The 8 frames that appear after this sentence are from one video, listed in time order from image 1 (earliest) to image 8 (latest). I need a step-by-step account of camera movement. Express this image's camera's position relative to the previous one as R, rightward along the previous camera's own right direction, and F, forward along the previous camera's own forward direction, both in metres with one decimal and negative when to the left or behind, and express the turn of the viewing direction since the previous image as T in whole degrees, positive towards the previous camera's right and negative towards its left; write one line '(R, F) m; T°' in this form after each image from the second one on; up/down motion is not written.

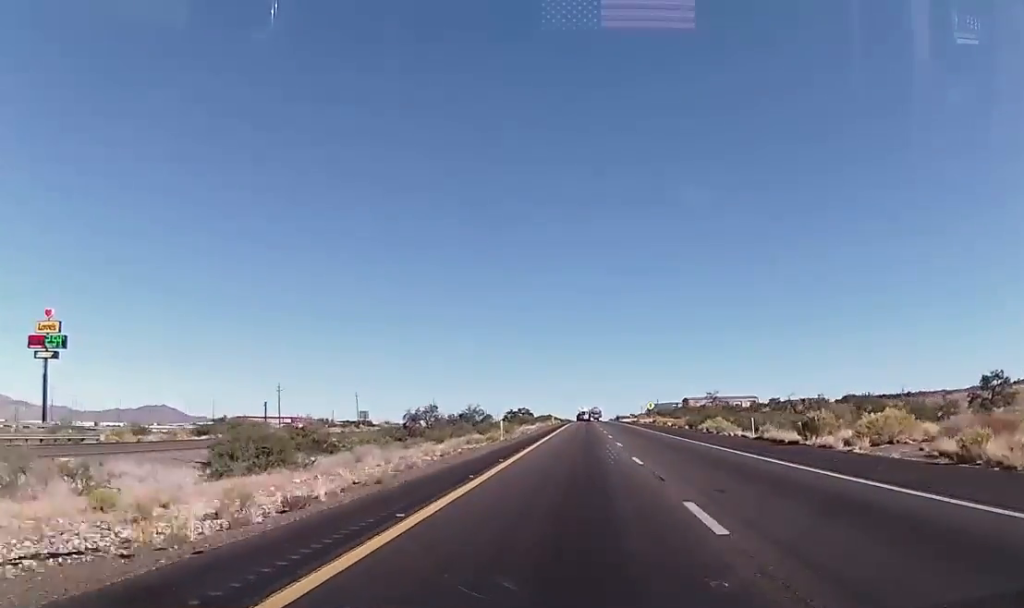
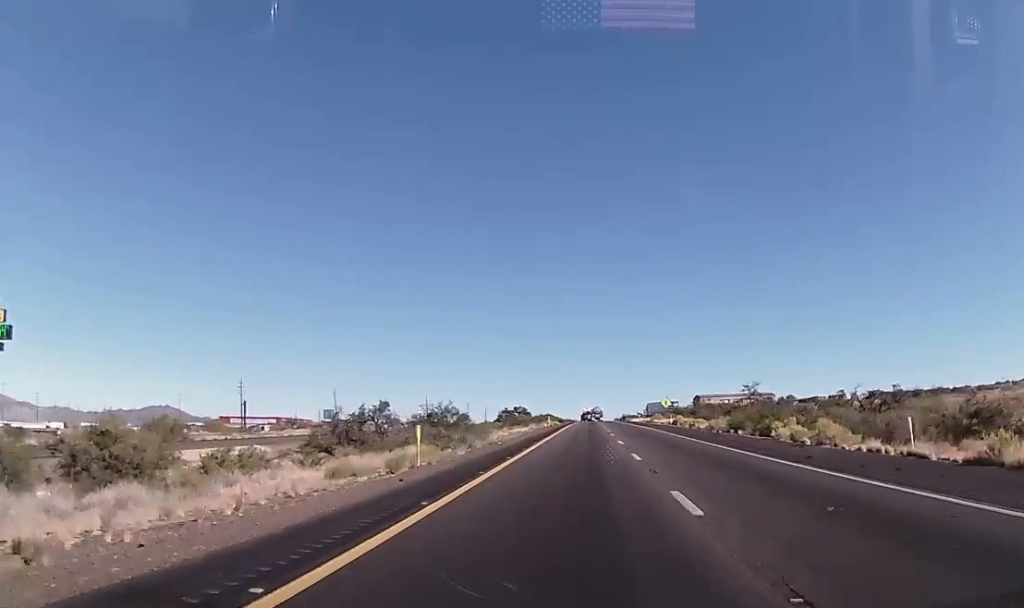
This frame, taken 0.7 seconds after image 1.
(0.0, +22.8) m; 0°
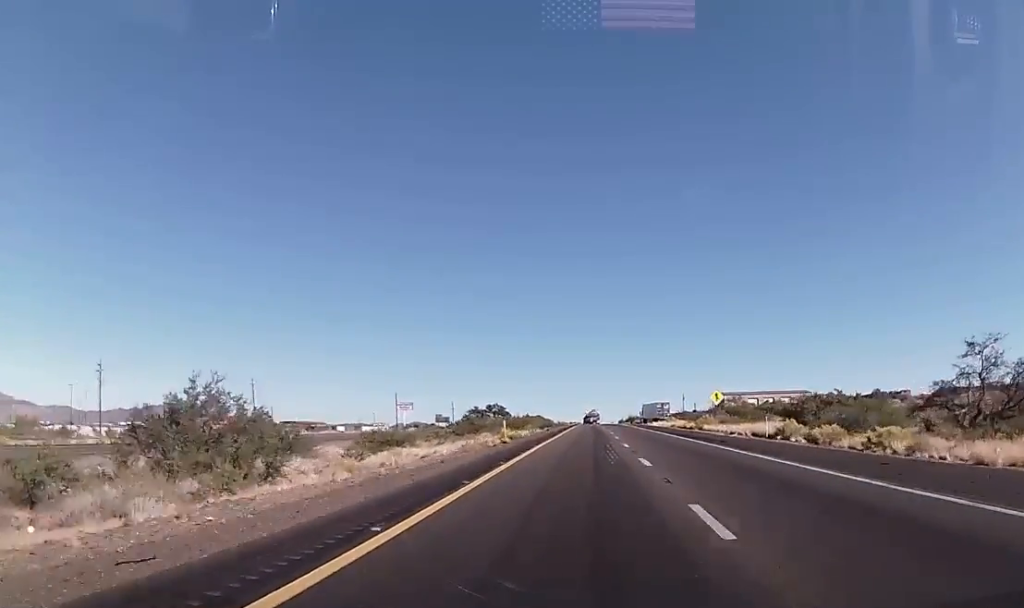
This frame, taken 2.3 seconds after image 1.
(0.0, +51.1) m; 0°
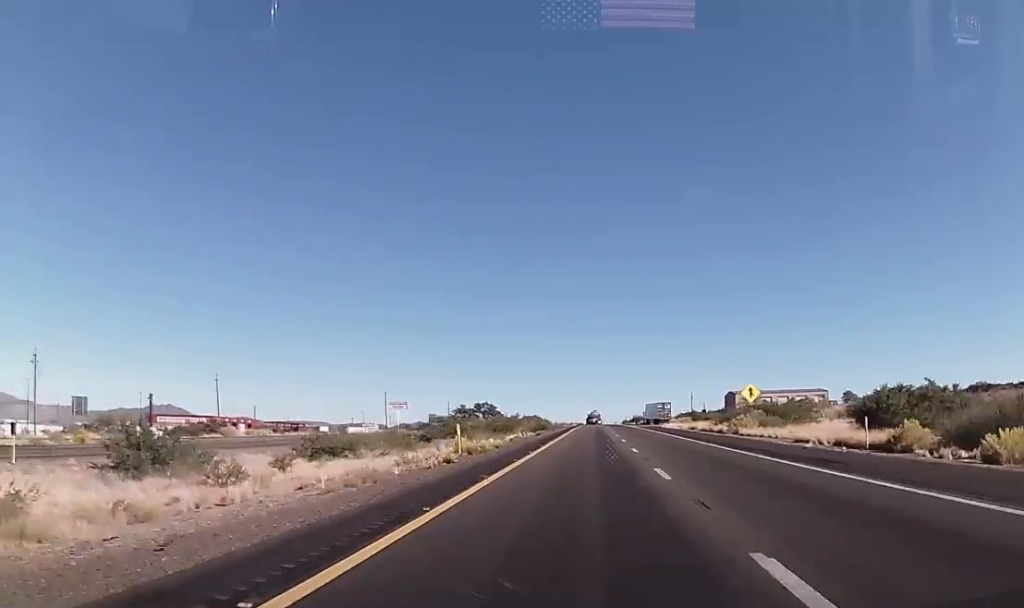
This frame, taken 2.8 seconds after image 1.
(0.0, +16.3) m; 0°
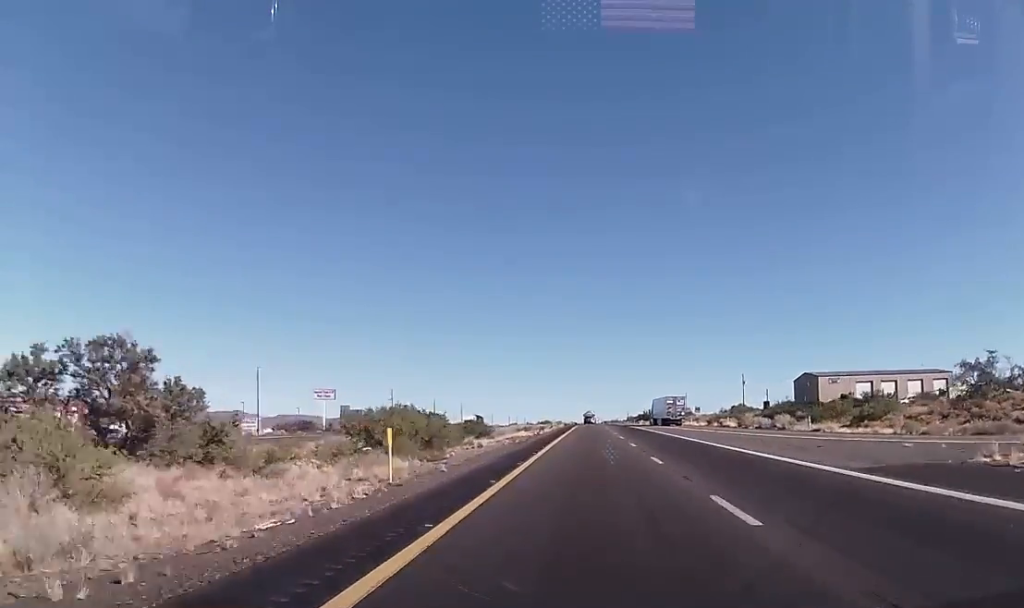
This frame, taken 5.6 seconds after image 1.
(-1.0, +91.5) m; 0°
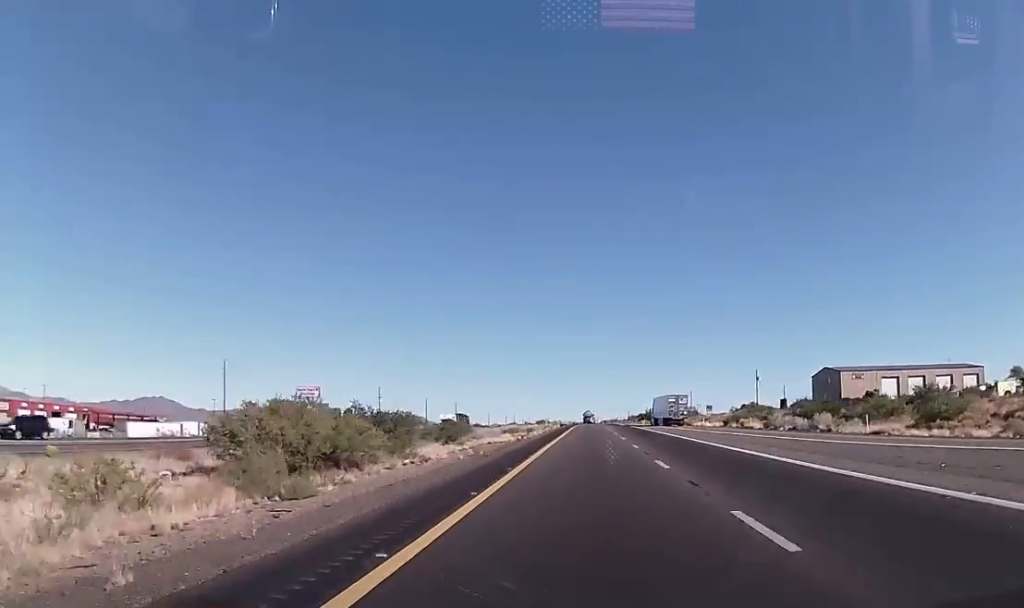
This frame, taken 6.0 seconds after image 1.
(+0.1, +14.1) m; 0°
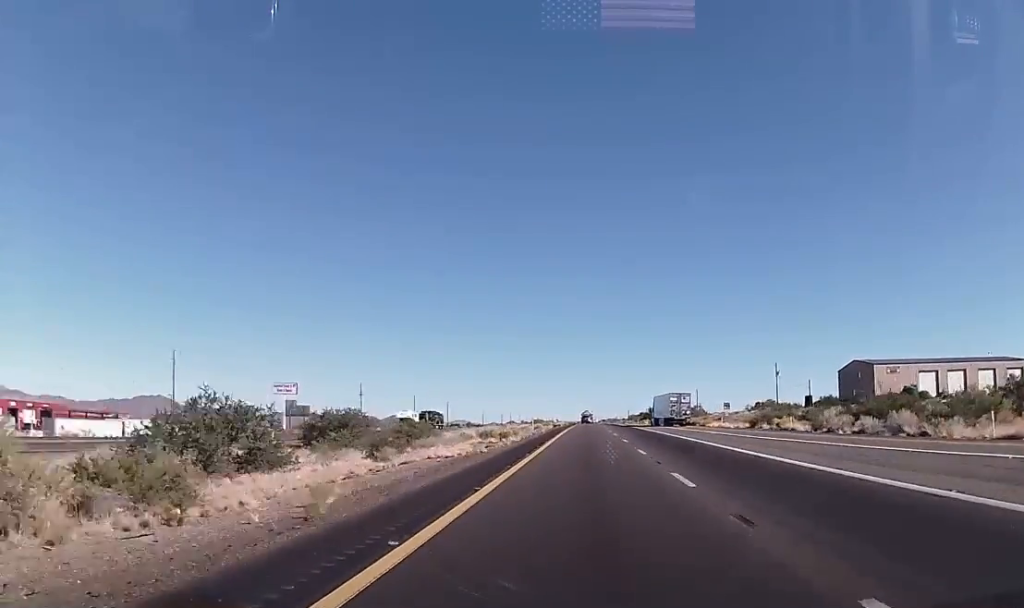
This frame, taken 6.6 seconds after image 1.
(0.0, +17.4) m; 0°
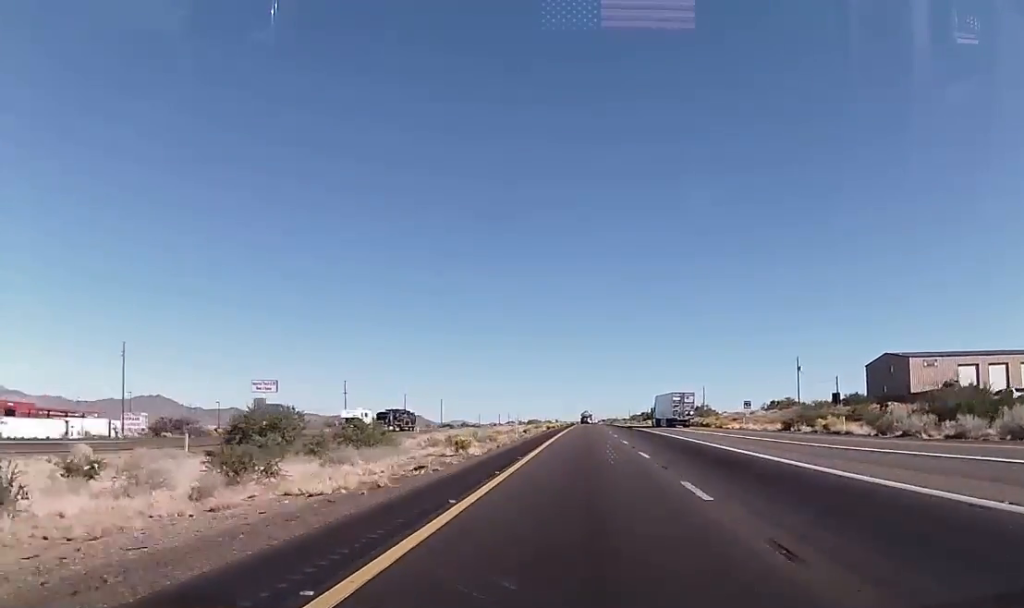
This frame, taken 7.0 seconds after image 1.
(0.0, +14.2) m; 0°
